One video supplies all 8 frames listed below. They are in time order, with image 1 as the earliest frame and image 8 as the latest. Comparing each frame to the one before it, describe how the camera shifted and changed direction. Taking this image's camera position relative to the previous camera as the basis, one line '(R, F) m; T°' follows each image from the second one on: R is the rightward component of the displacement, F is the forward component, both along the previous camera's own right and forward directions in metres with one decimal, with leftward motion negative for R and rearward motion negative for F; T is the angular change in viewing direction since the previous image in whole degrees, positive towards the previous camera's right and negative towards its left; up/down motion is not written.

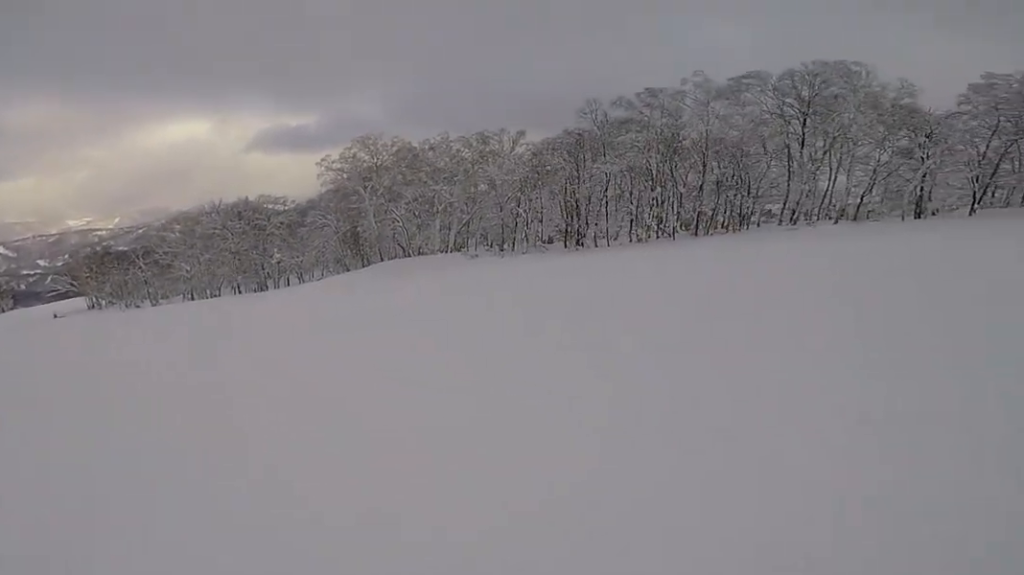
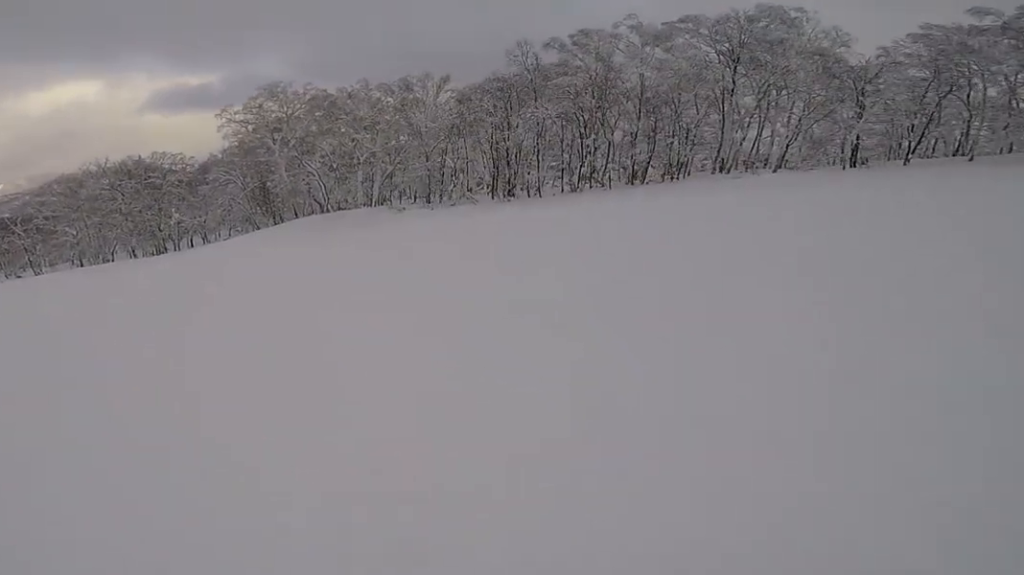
(+0.6, +3.8) m; +6°
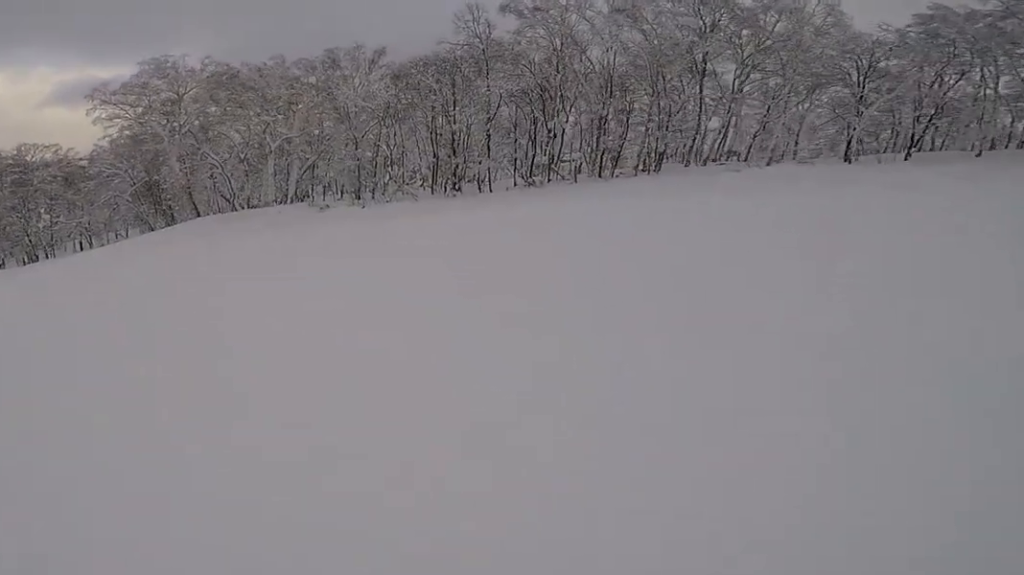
(+0.3, +7.8) m; -8°
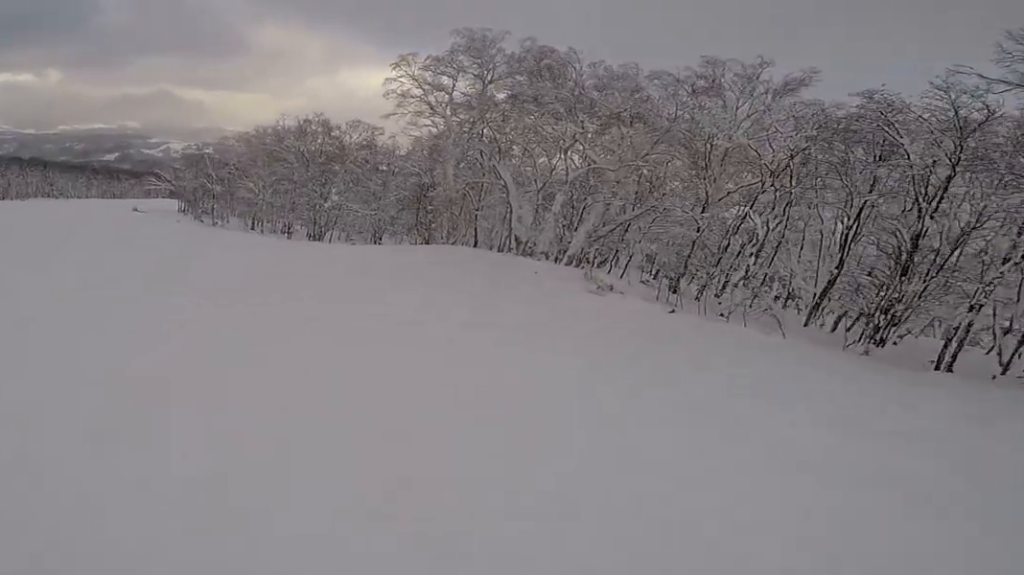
(-2.9, +12.7) m; -35°
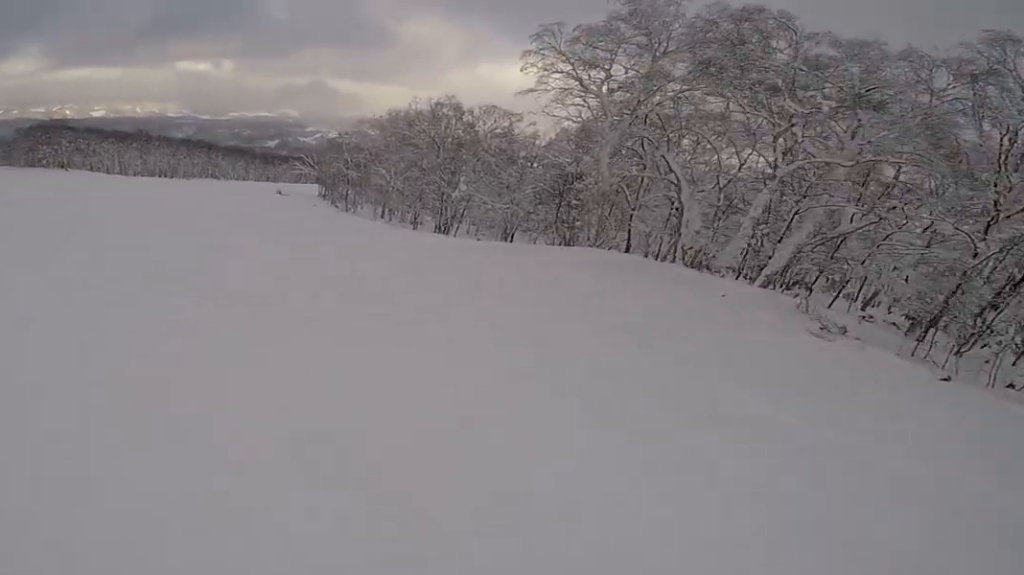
(-0.6, +3.9) m; -19°
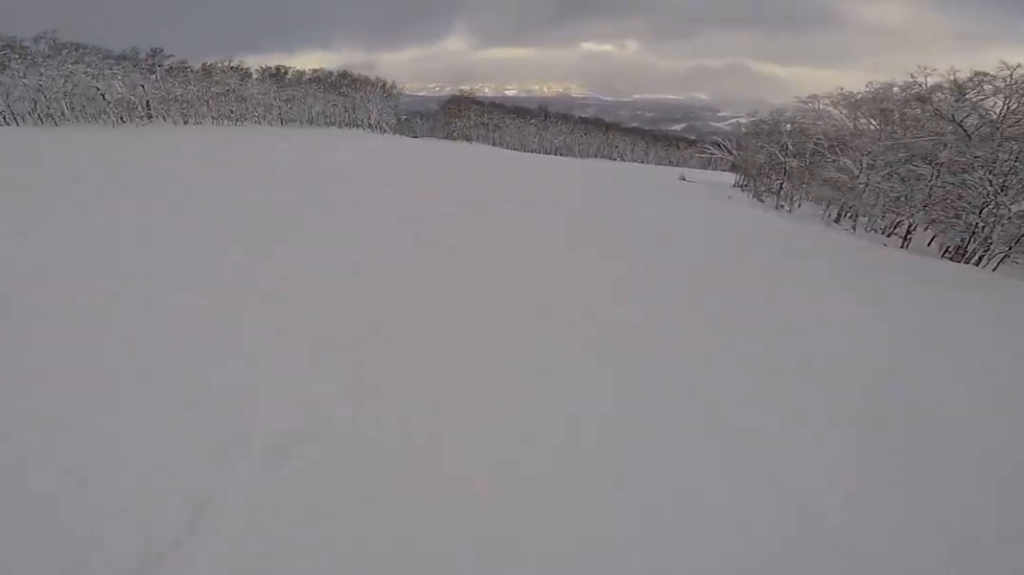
(-3.9, +9.1) m; -31°
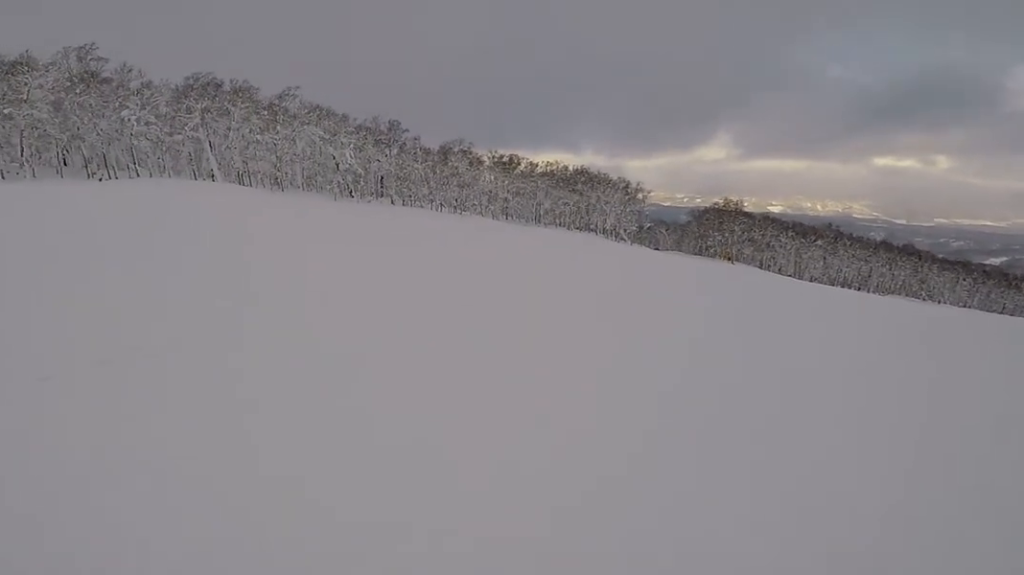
(-2.1, +11.8) m; -23°
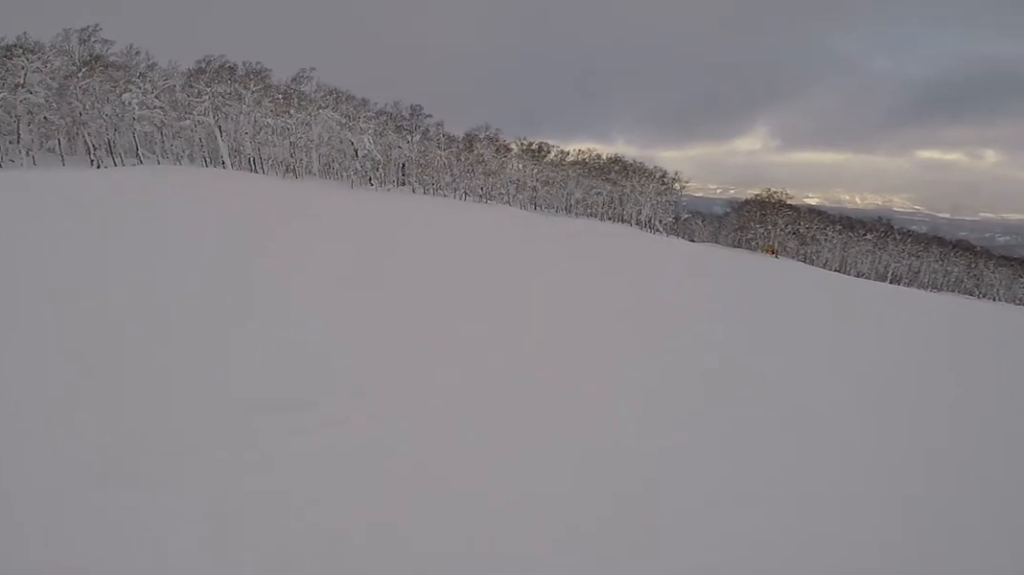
(-0.8, +3.6) m; -4°
